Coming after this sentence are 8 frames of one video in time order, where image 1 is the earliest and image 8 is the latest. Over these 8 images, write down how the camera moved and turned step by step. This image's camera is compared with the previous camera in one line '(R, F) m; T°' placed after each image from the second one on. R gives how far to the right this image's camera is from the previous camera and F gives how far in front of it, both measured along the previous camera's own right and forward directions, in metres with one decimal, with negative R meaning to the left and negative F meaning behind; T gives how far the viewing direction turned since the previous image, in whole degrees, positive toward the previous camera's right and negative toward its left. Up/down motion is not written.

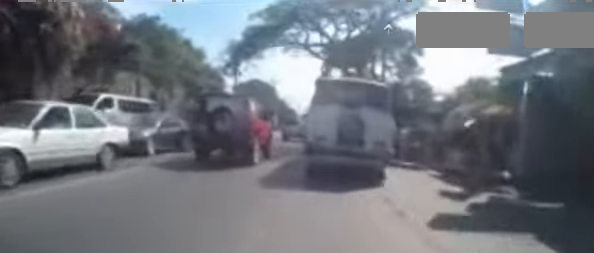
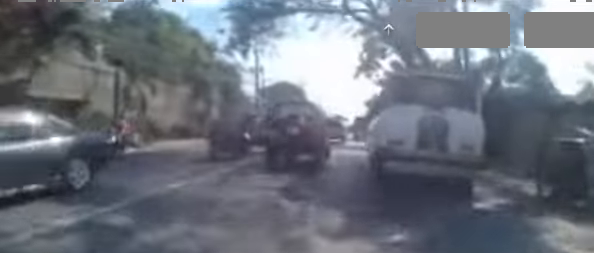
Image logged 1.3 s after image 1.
(-0.2, +7.8) m; -2°
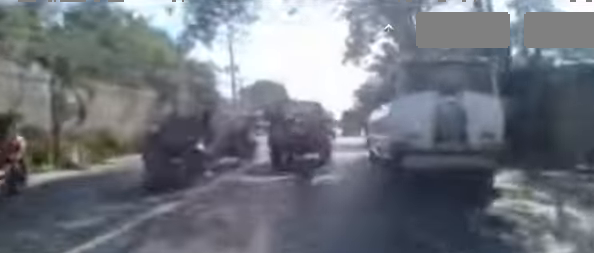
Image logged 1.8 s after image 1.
(0.0, +3.3) m; -1°
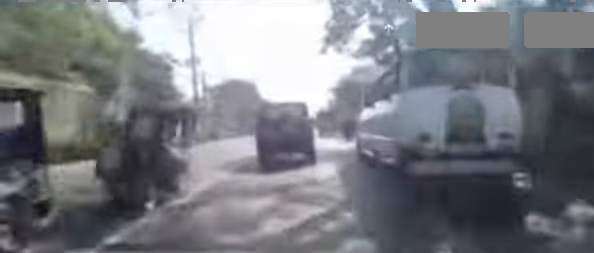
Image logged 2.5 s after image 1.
(0.0, +4.4) m; -2°
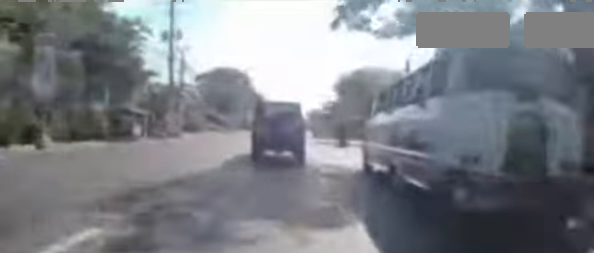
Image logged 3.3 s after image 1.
(-0.3, +5.7) m; -1°
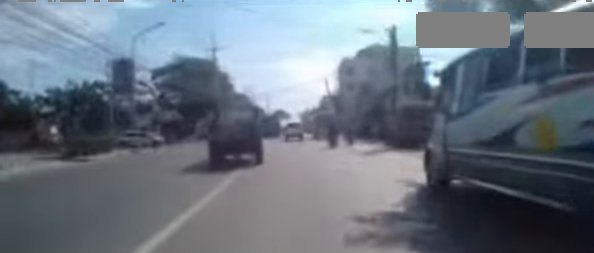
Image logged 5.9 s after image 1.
(+2.1, +19.1) m; +6°
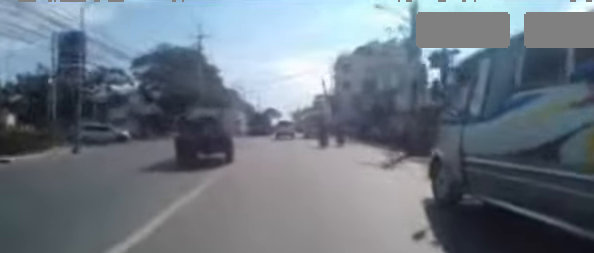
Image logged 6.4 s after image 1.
(-0.2, +4.4) m; -1°
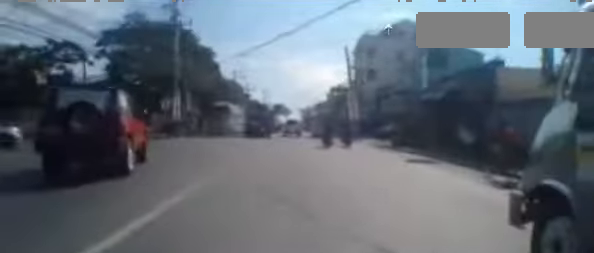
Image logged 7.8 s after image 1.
(+0.5, +12.1) m; +2°
